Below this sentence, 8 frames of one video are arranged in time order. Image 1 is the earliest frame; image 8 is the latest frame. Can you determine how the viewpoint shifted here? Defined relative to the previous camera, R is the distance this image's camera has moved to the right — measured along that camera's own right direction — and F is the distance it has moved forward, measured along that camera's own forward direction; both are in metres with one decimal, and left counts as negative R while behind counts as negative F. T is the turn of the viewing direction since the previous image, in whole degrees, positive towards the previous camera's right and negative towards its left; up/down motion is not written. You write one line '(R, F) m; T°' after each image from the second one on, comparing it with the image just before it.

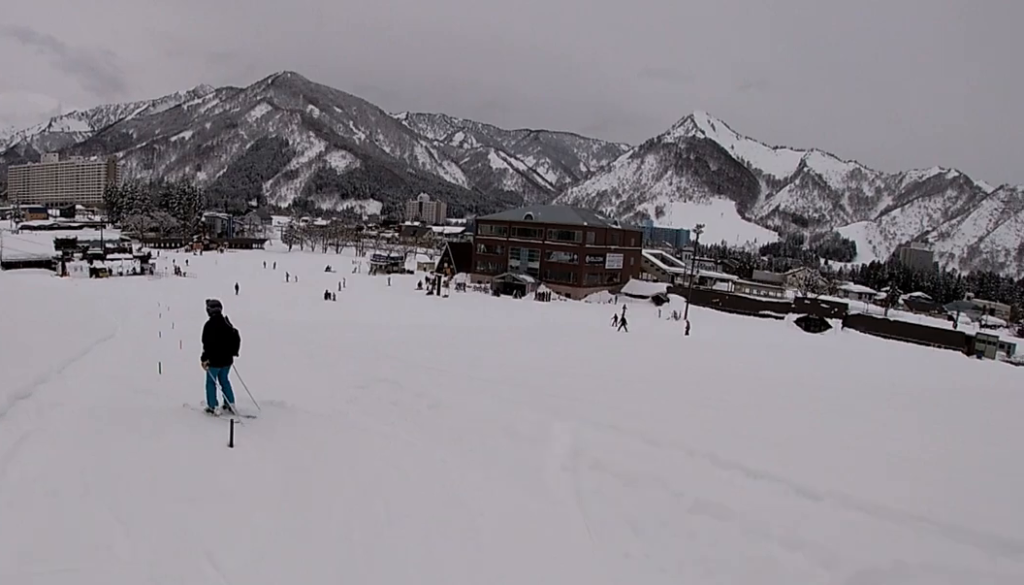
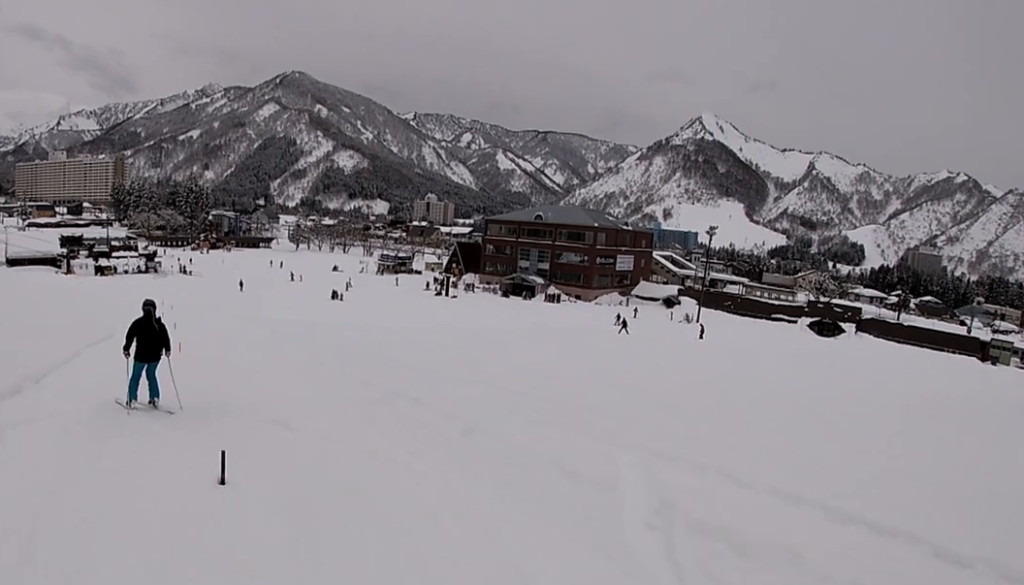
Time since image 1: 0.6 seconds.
(+0.9, +1.1) m; -4°
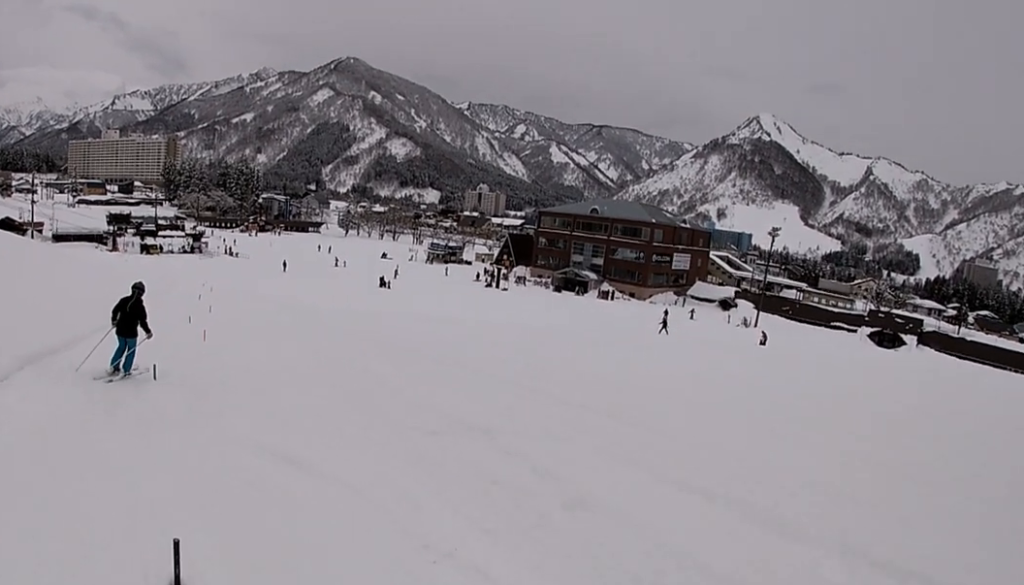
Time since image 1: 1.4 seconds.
(-0.2, +1.9) m; -17°
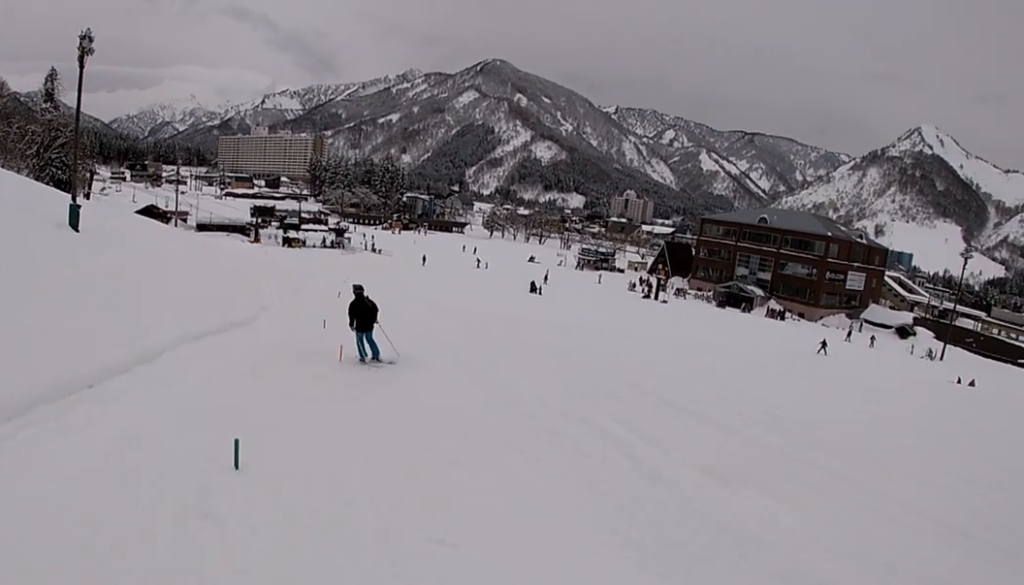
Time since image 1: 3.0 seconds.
(-1.5, +5.5) m; -5°
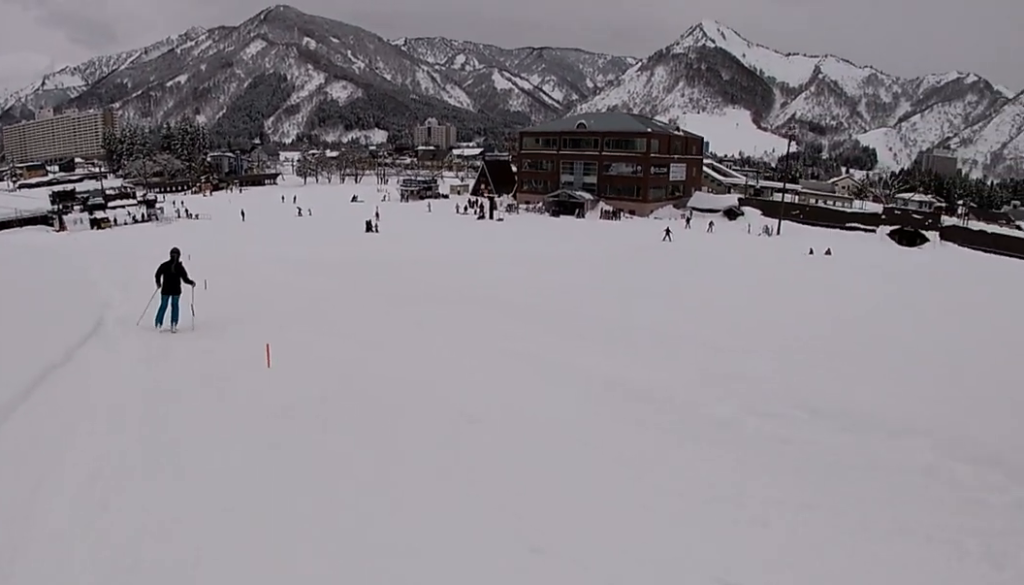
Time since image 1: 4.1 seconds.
(+0.7, +5.0) m; +12°
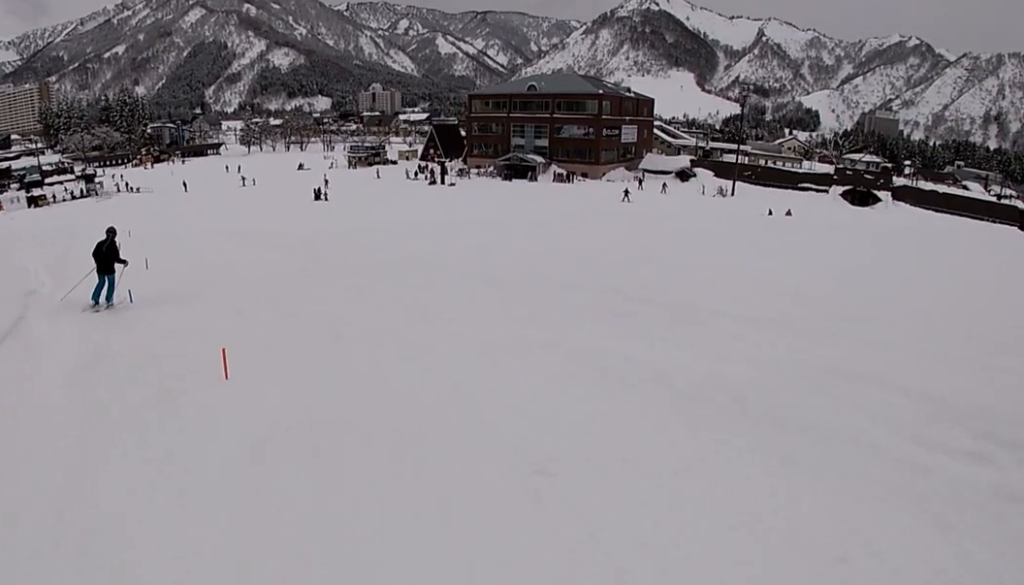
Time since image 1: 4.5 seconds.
(+0.2, +1.9) m; -3°
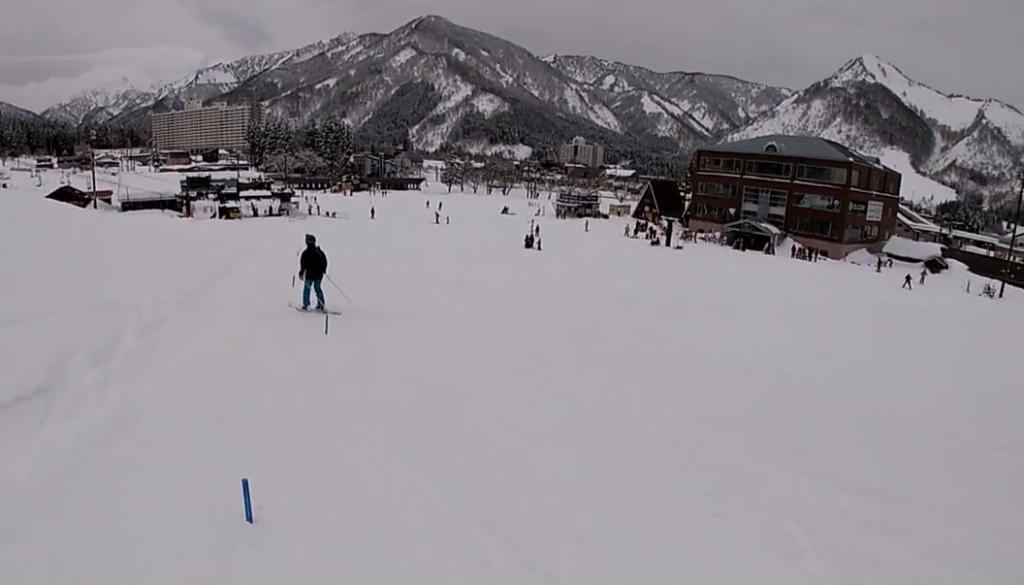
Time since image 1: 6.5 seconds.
(-1.0, +8.9) m; -3°
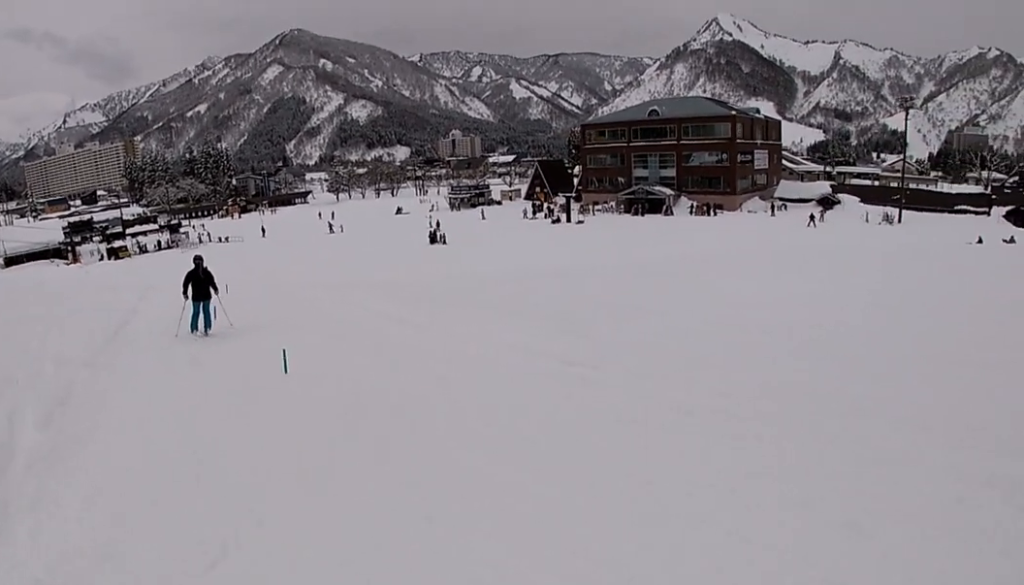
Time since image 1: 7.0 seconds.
(0.0, +2.4) m; +6°
